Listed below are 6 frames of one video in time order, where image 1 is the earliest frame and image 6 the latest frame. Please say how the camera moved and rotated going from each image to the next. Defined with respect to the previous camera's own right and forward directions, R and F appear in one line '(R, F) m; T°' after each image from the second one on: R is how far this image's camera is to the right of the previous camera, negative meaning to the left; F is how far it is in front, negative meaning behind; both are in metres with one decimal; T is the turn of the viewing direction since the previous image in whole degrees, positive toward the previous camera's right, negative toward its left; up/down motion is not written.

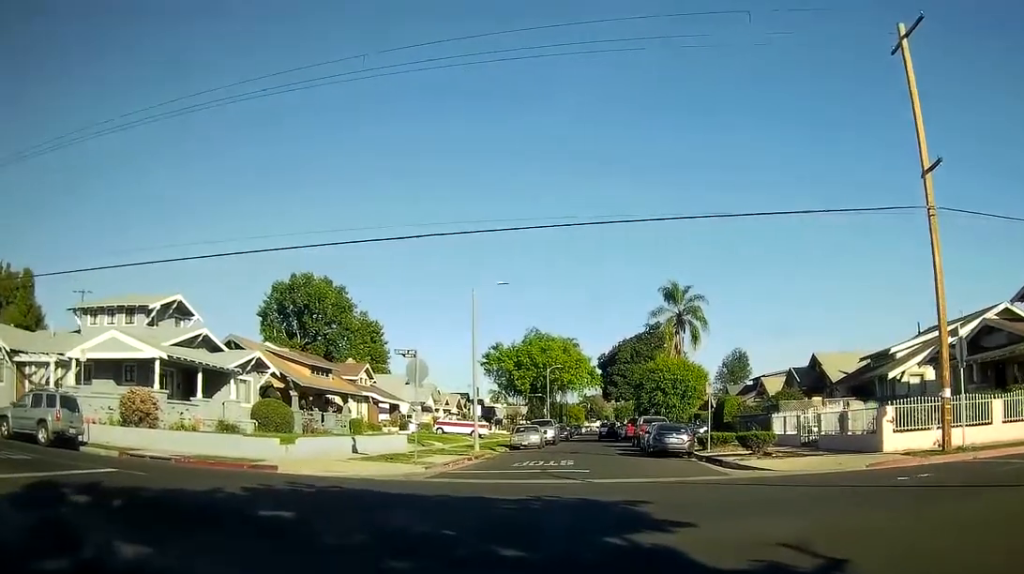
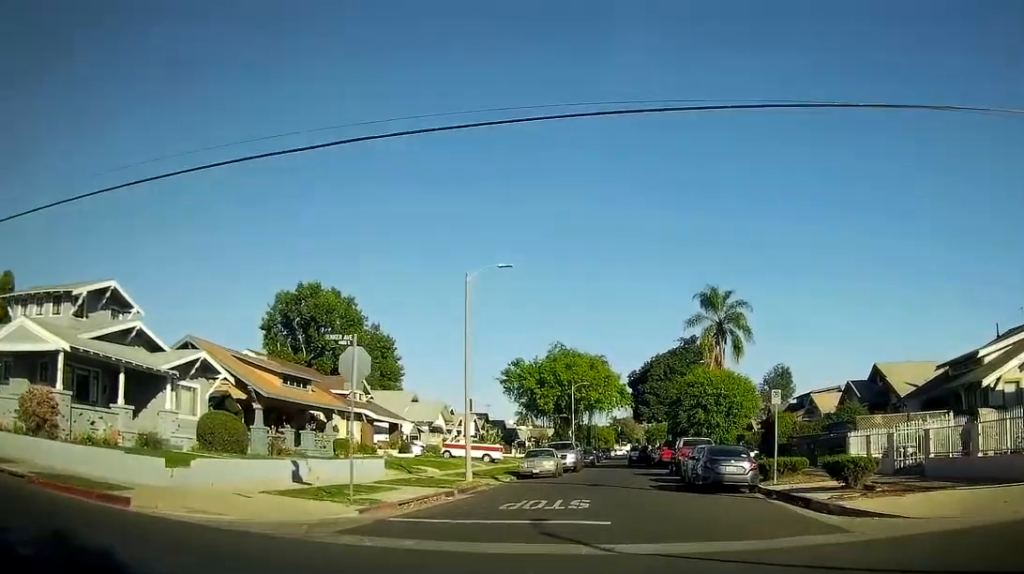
(0.0, +6.4) m; 0°
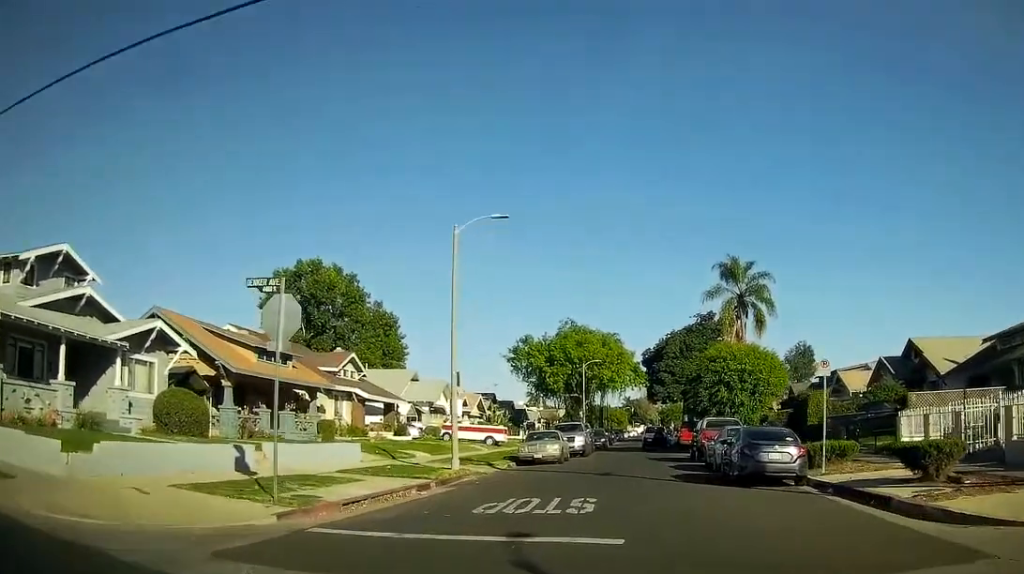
(0.0, +2.9) m; -1°
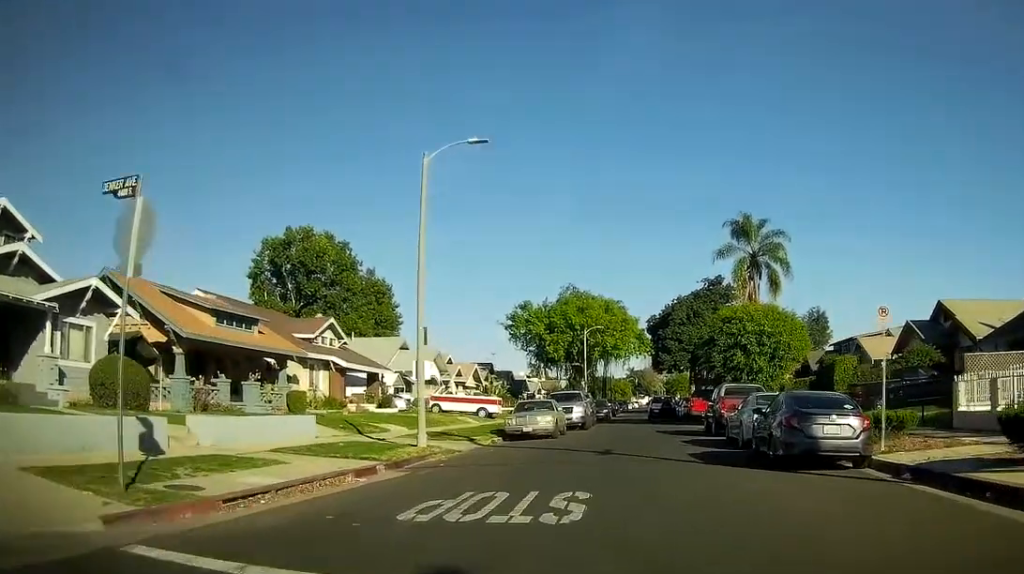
(0.0, +3.5) m; -1°
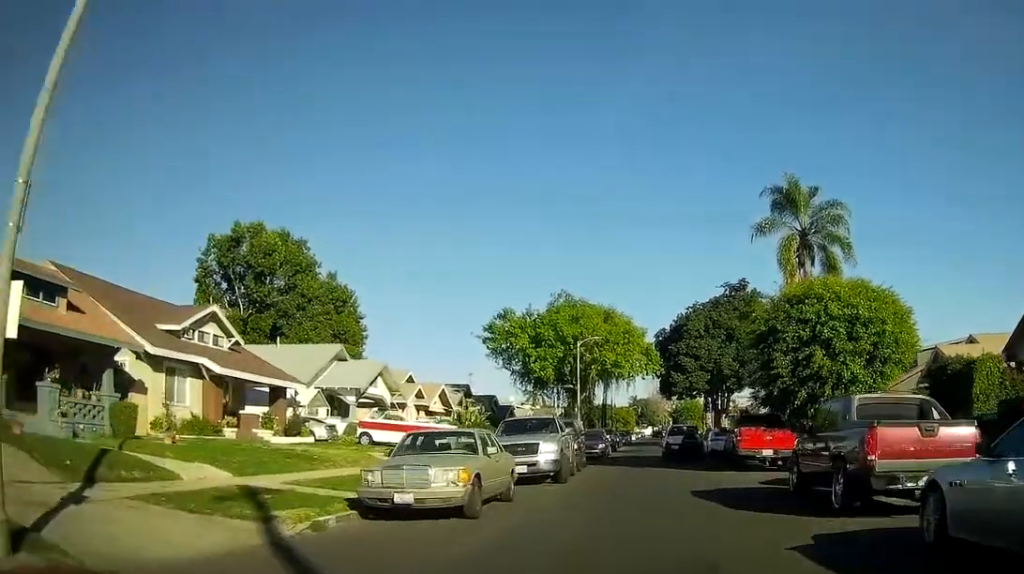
(+0.1, +14.6) m; +1°
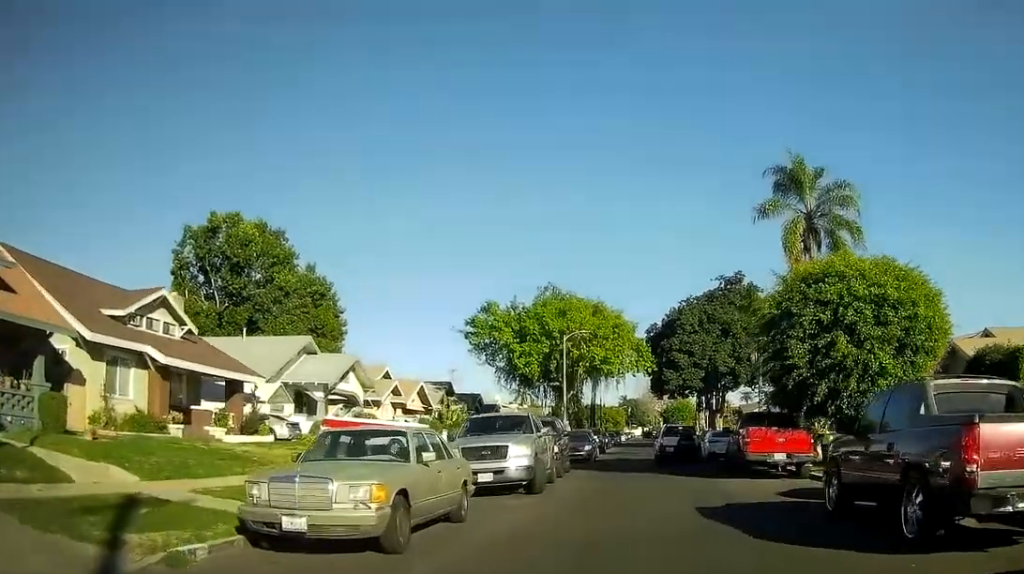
(0.0, +3.3) m; 0°
